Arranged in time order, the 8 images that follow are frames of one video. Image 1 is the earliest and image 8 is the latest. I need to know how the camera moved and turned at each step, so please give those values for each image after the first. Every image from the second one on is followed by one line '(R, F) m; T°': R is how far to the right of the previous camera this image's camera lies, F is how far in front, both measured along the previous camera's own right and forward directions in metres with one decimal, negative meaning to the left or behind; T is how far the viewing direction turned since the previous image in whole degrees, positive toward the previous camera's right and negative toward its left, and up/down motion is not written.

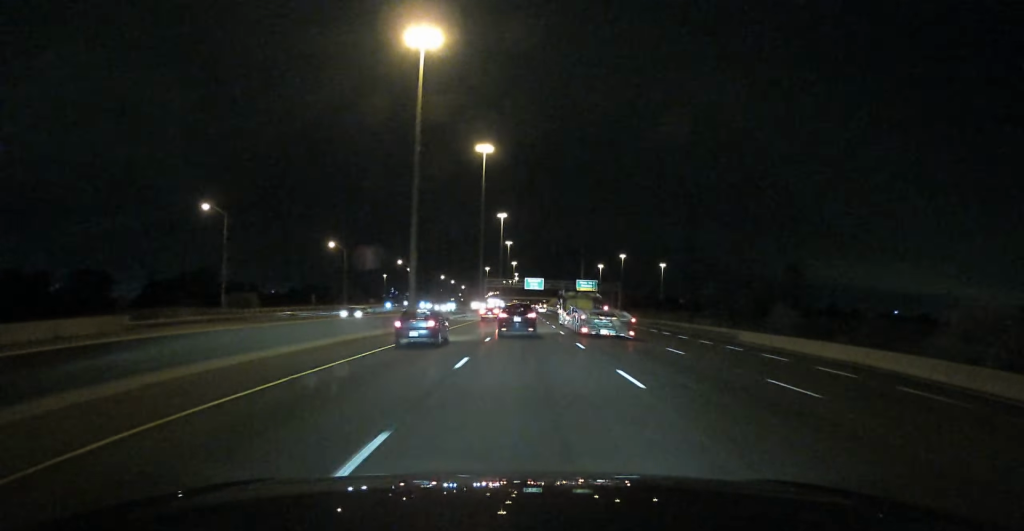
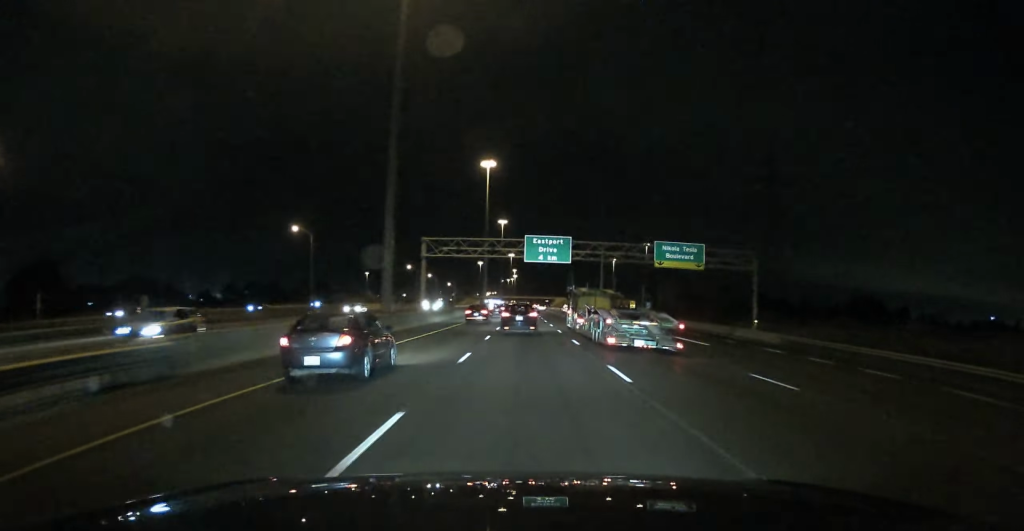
(0.0, +94.0) m; 0°
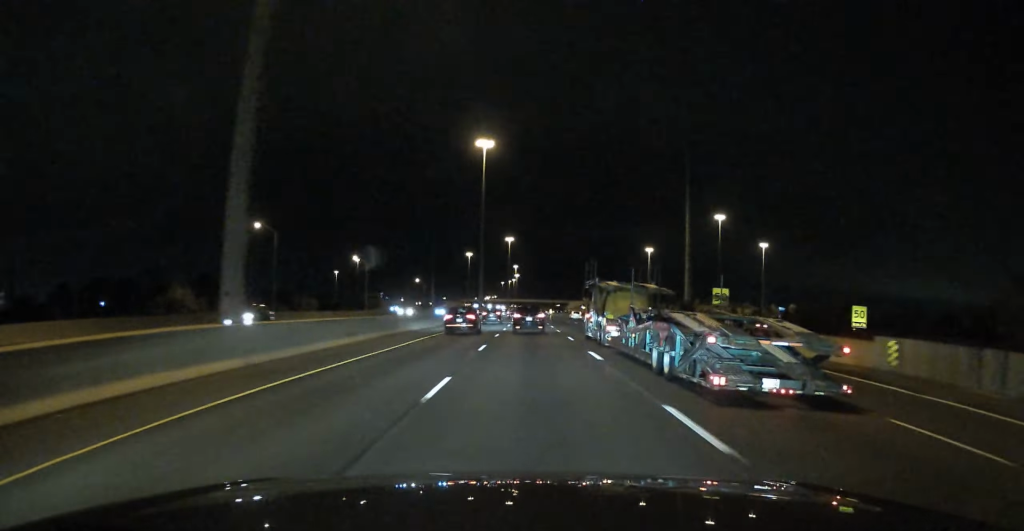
(-0.3, +143.0) m; 0°
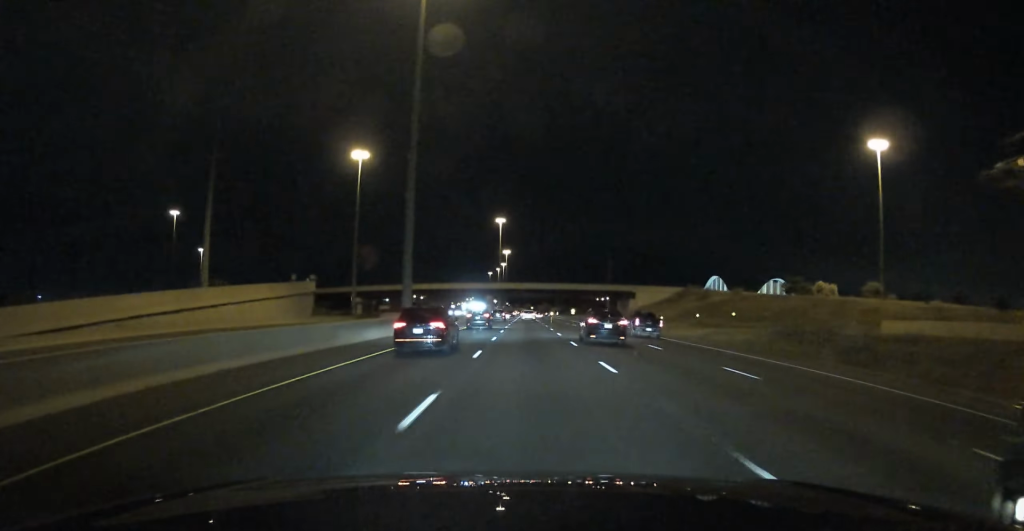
(-0.1, +267.7) m; 0°
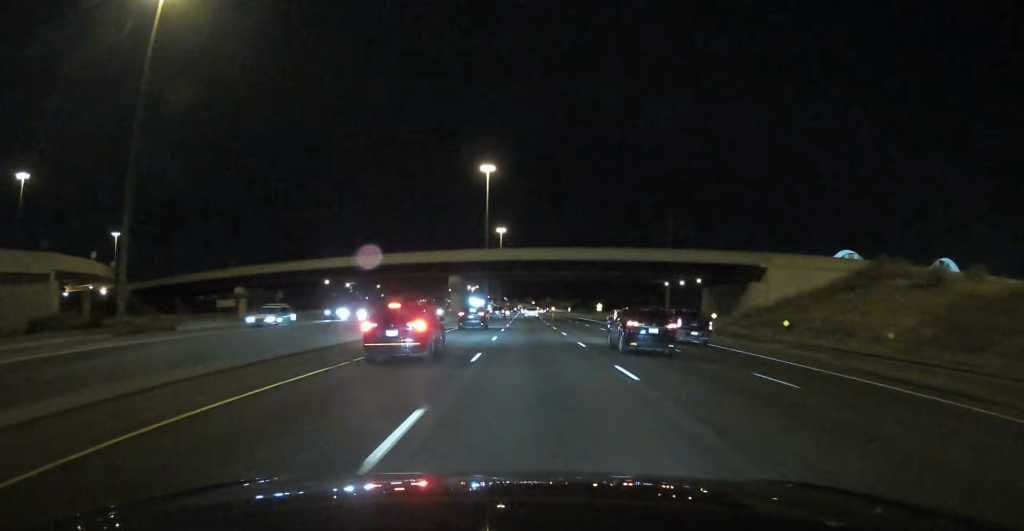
(+0.2, +85.5) m; 0°
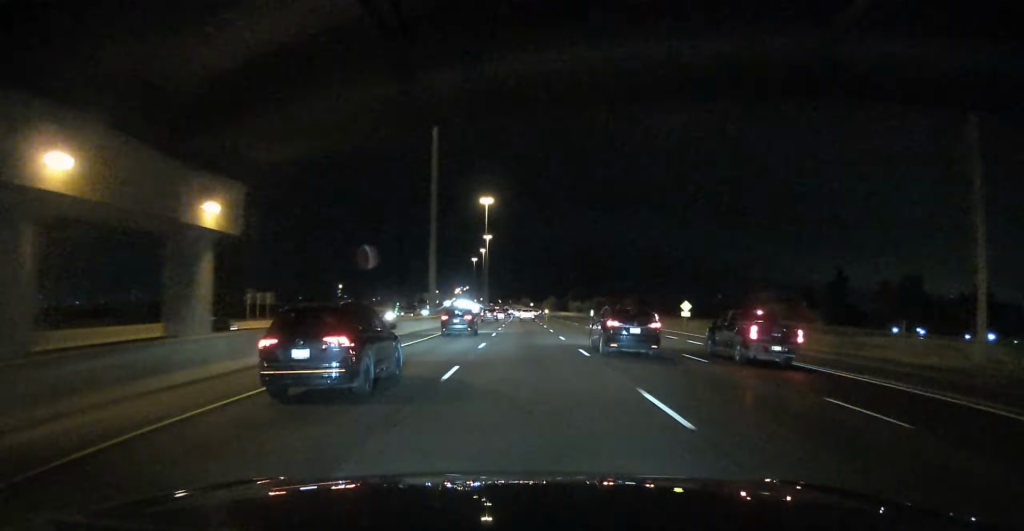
(+0.1, +88.2) m; 0°
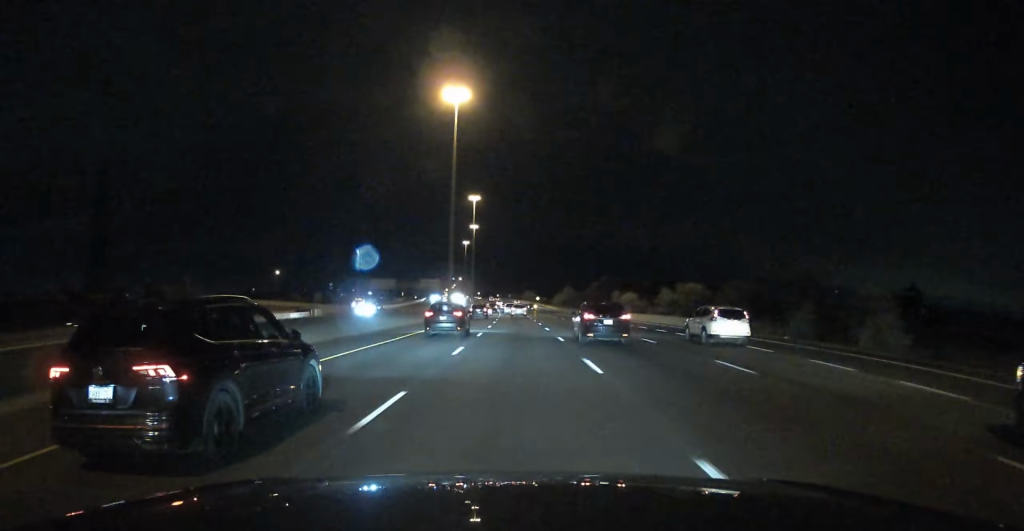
(+0.5, +102.3) m; -1°
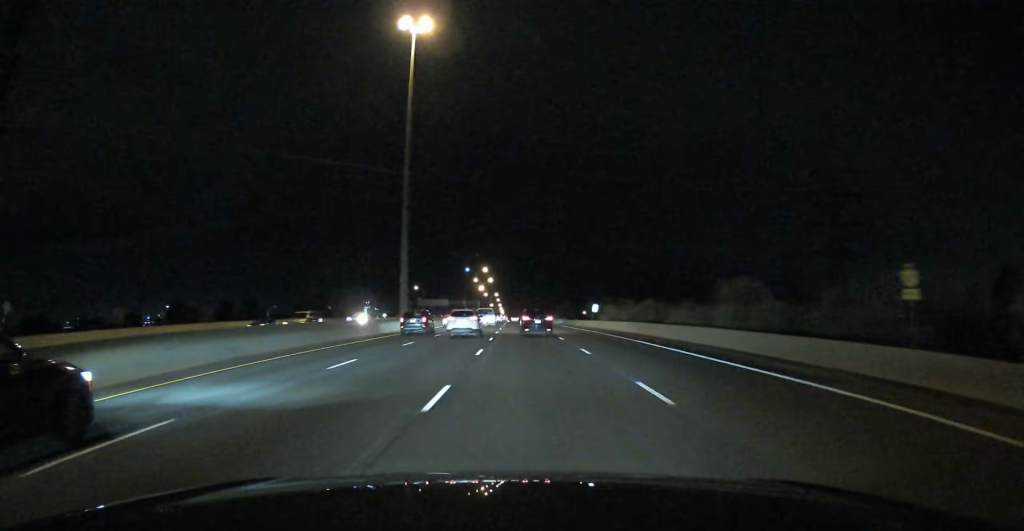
(-19.0, +351.0) m; -6°
